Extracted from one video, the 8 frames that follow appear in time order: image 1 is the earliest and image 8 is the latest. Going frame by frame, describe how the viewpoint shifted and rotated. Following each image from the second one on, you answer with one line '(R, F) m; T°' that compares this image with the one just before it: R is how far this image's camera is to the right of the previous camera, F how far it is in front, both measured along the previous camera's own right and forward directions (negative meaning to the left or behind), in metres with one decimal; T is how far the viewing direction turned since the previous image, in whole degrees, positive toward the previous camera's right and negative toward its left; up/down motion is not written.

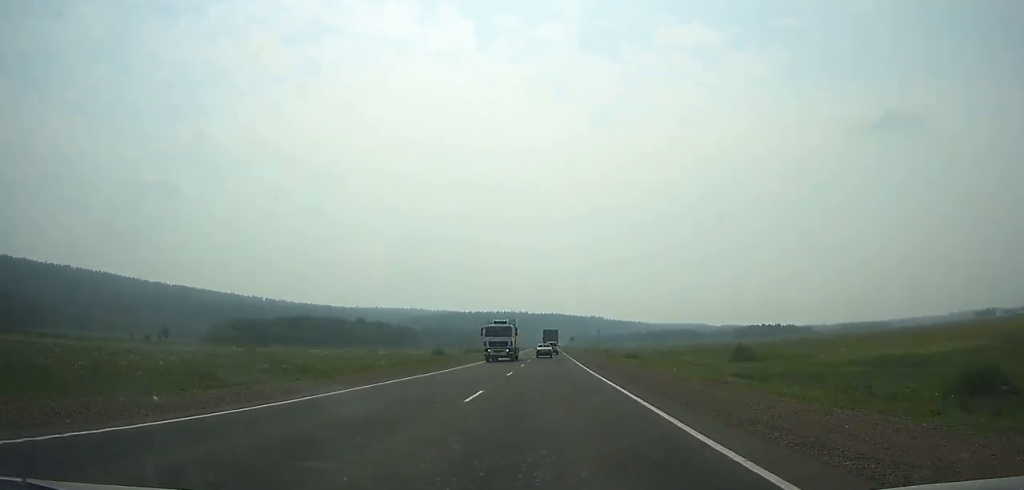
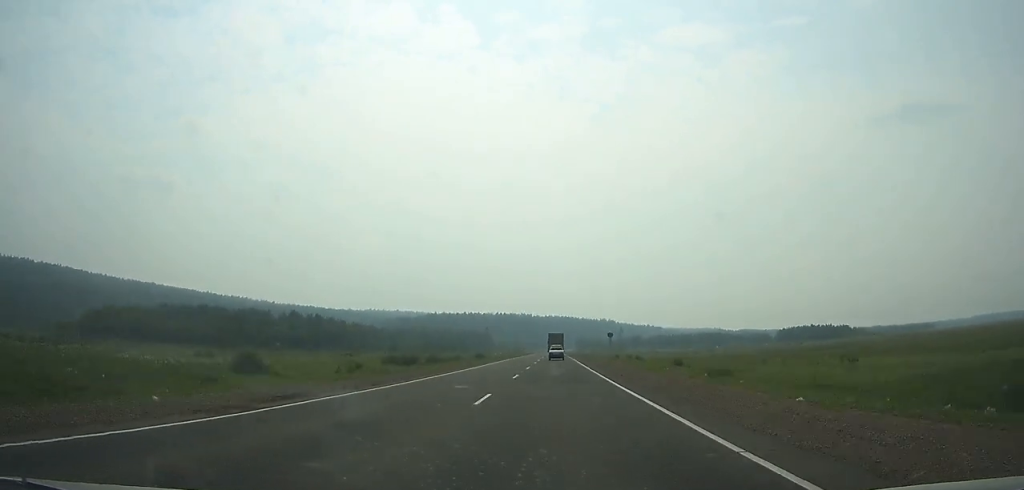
(-0.2, +110.0) m; 0°
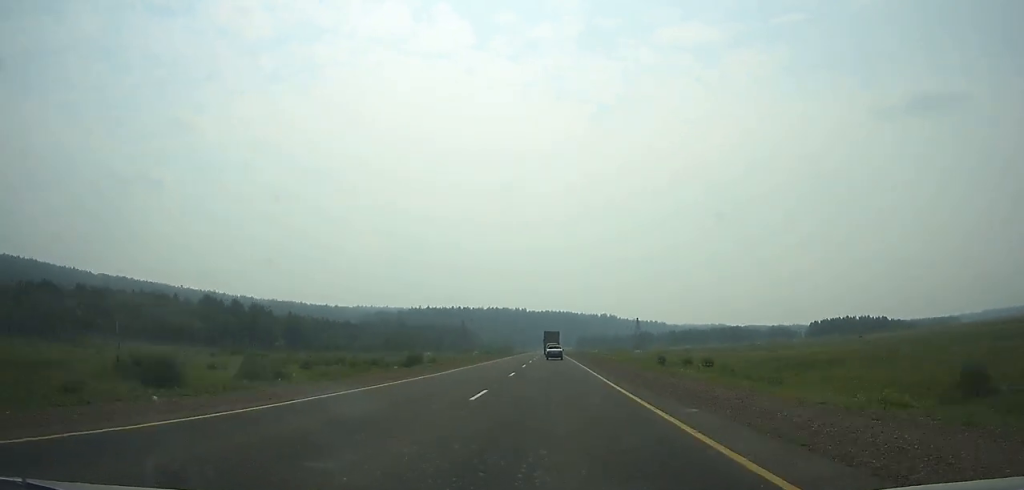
(+0.1, +72.4) m; 0°
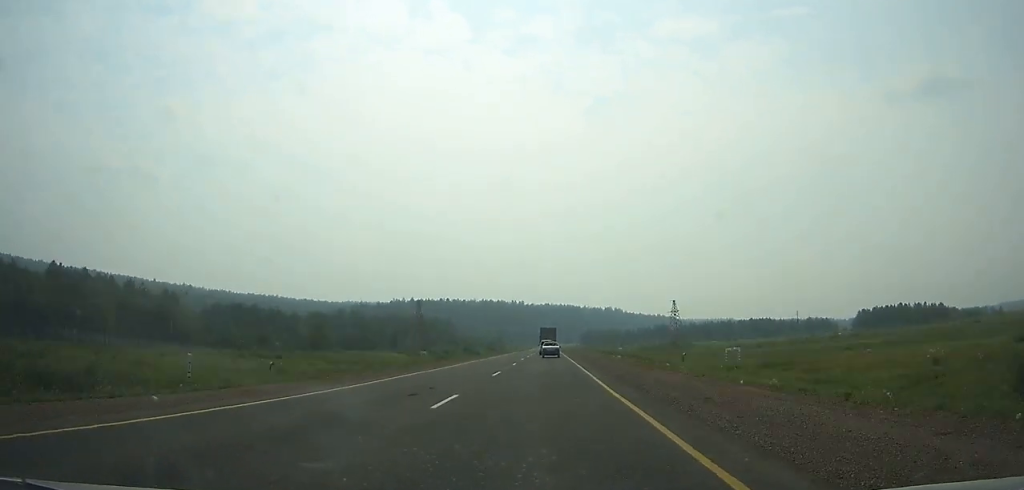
(0.0, +72.9) m; 0°
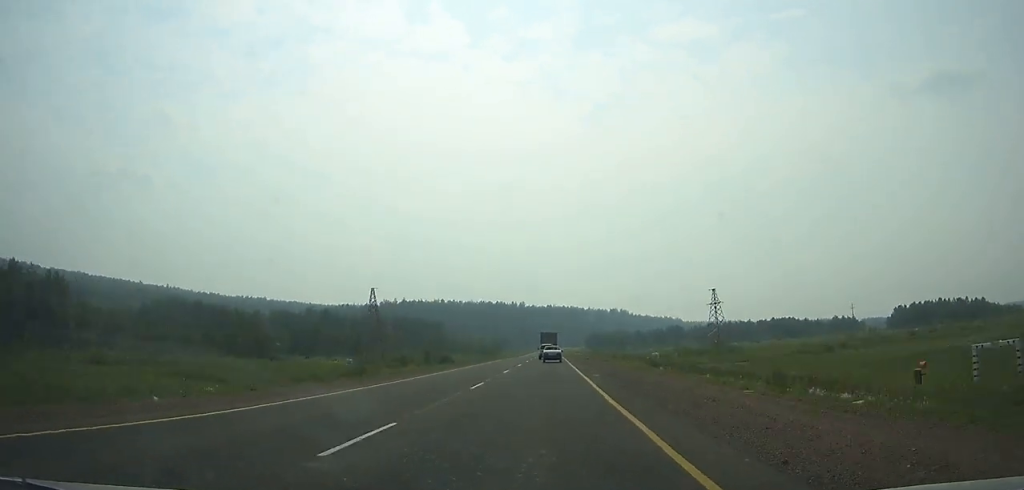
(-0.1, +40.0) m; 0°
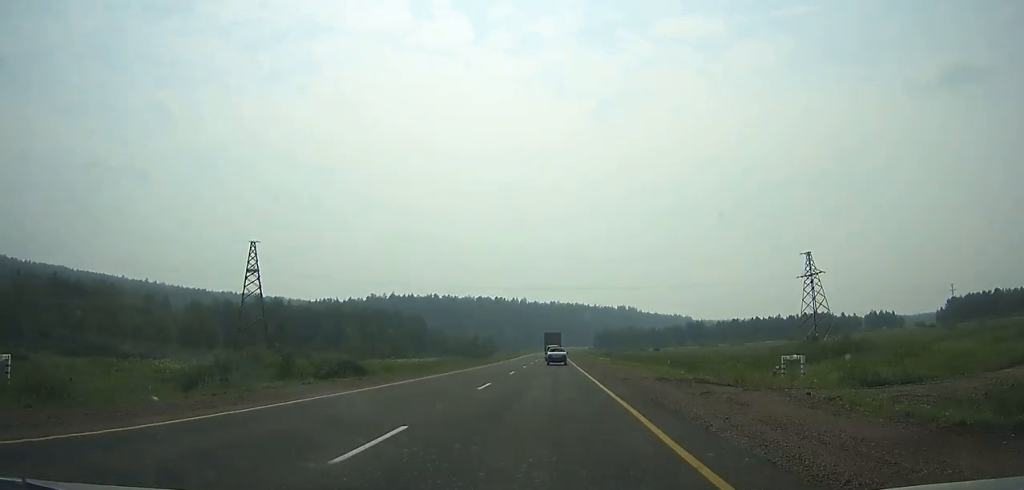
(-0.1, +46.7) m; 0°
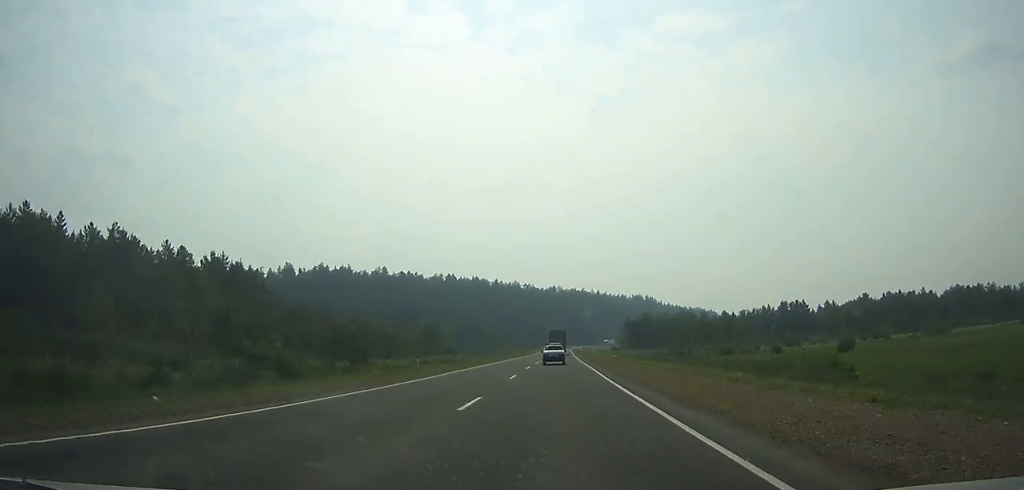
(-0.4, +151.2) m; 0°
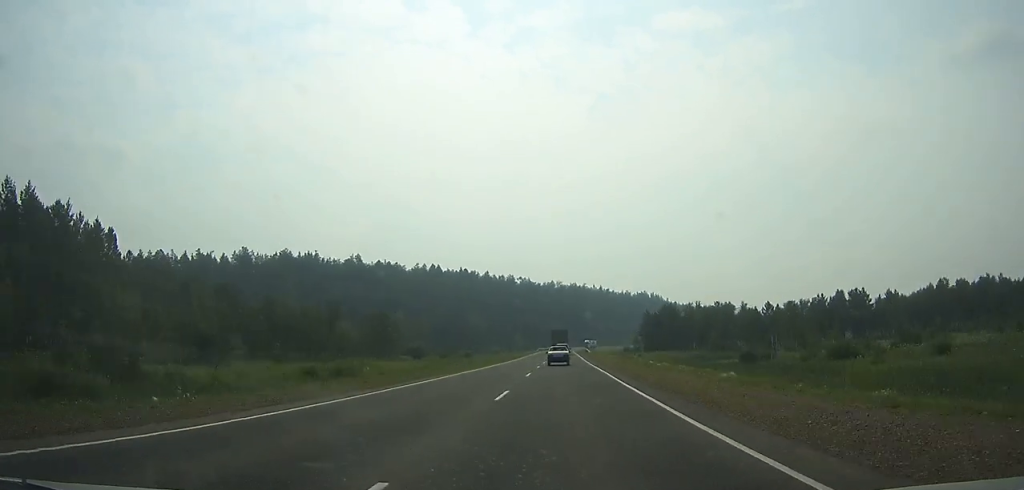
(0.0, +47.1) m; 0°
